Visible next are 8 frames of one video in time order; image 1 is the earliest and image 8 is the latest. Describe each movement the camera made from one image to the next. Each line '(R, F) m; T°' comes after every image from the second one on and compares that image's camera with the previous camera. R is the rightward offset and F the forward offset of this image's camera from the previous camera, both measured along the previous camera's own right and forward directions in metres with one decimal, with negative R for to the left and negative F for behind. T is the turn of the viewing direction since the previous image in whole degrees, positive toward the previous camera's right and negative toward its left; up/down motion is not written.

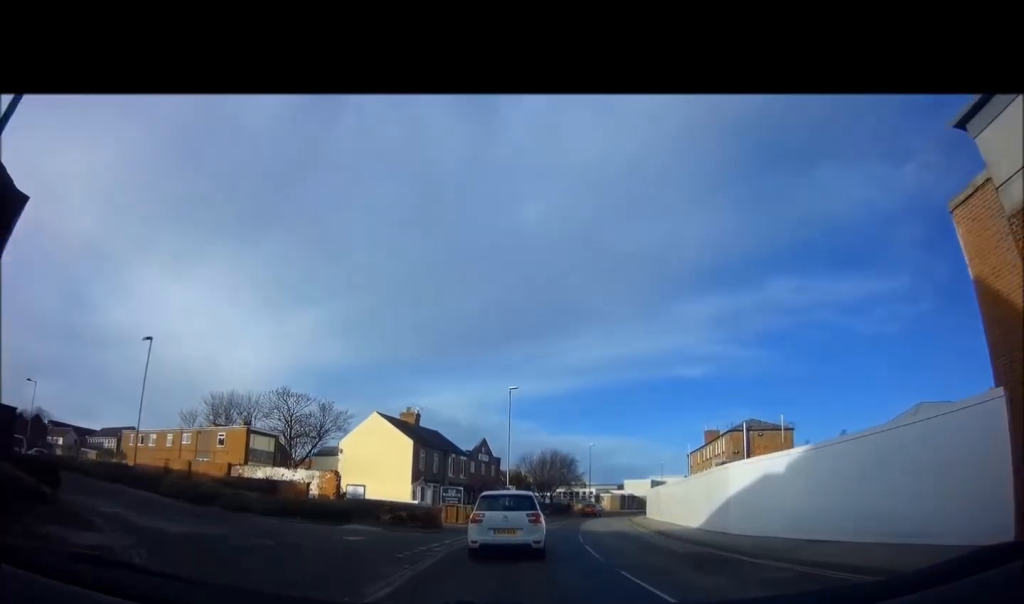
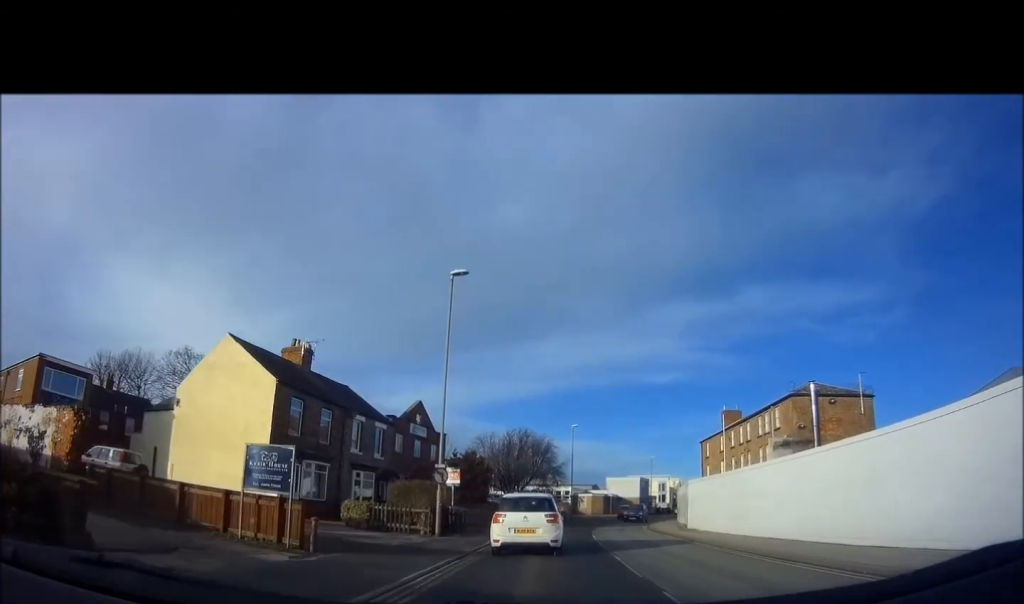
(+0.4, +19.8) m; +3°
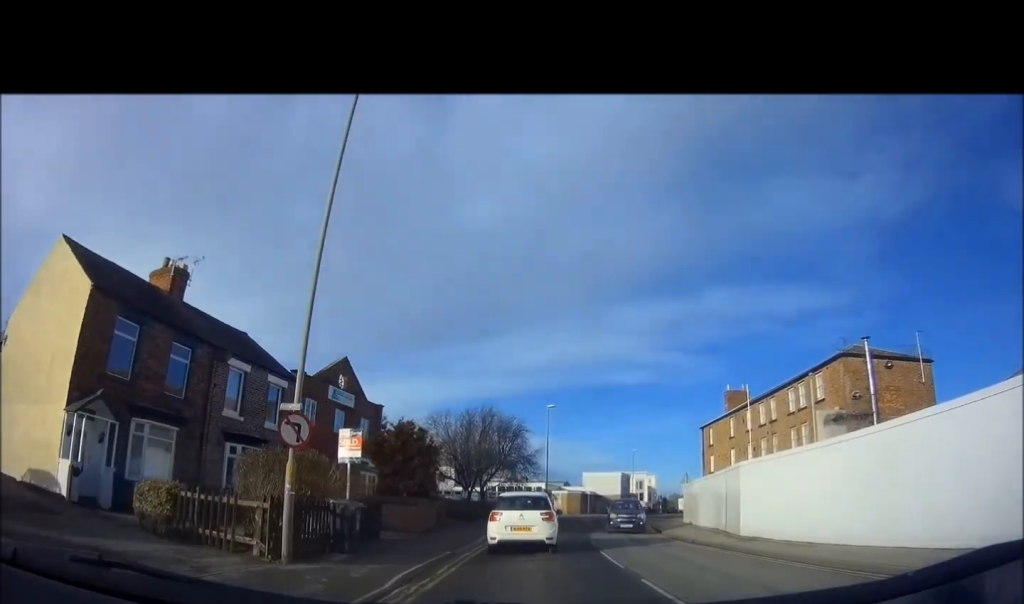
(+0.4, +10.3) m; +4°
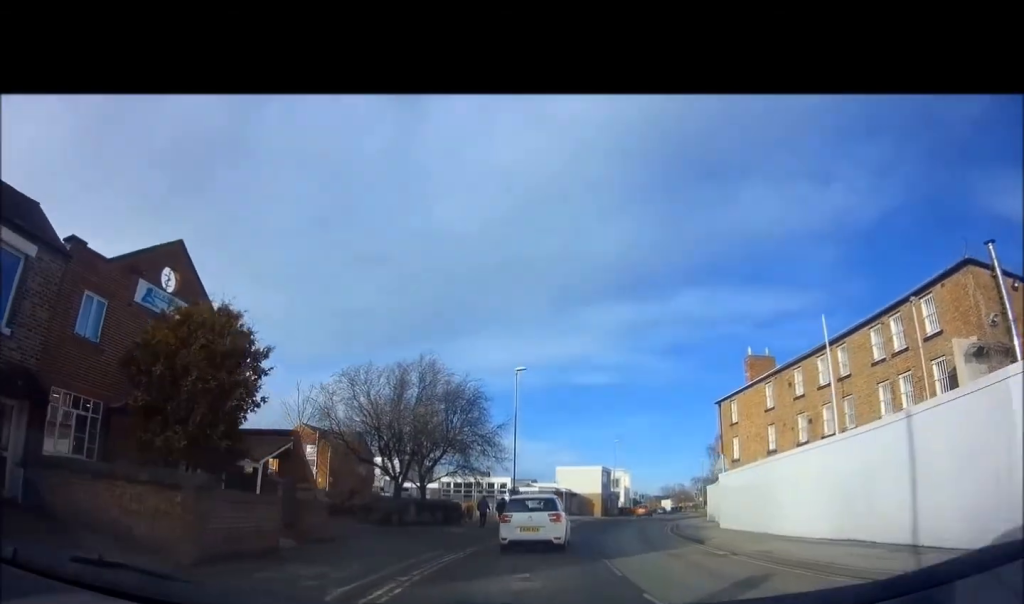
(+0.5, +12.5) m; +4°
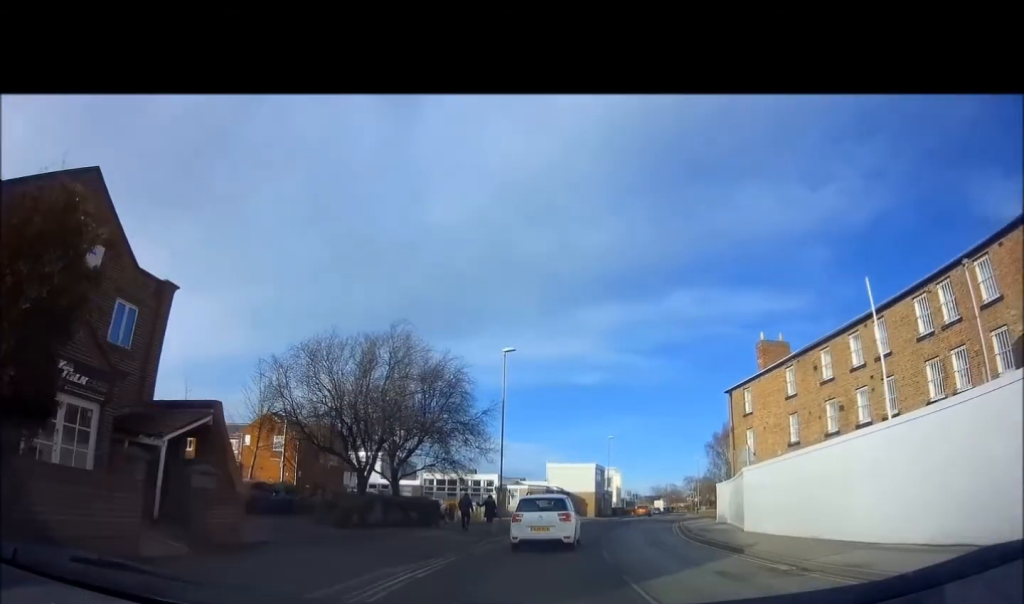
(0.0, +4.1) m; +1°
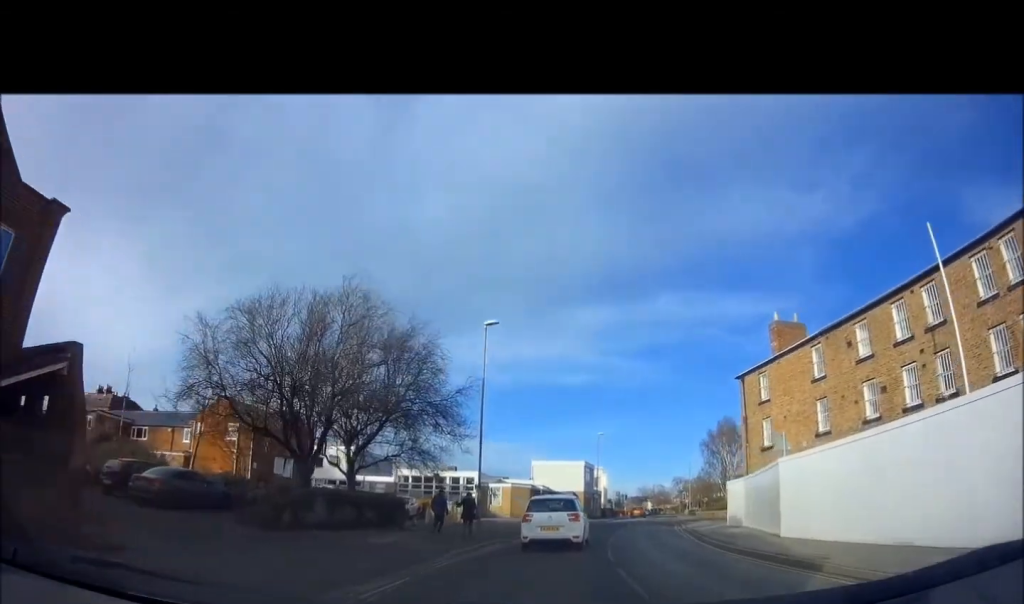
(+0.1, +4.4) m; +2°
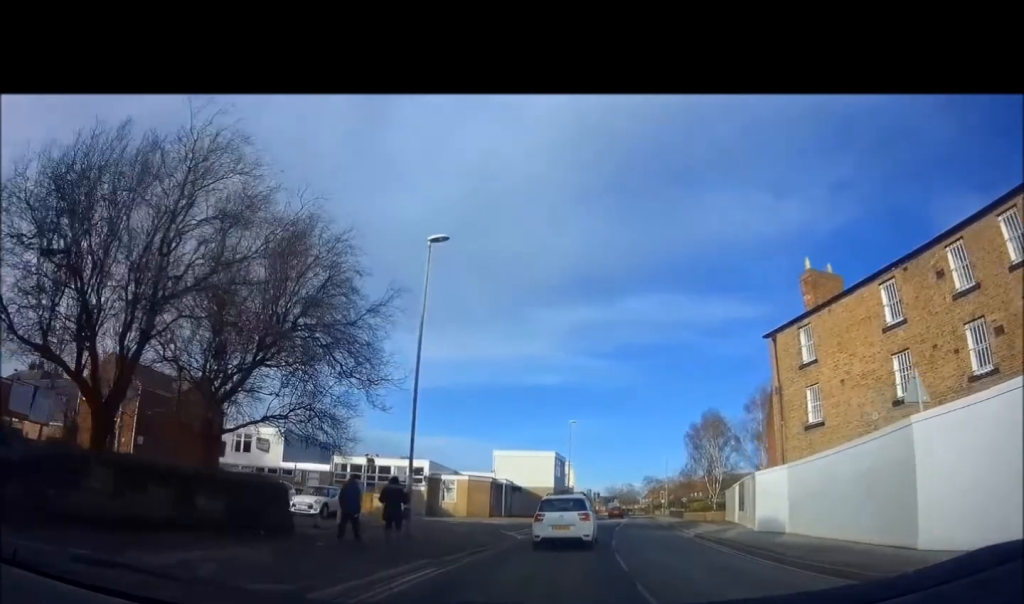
(+0.2, +8.0) m; +4°
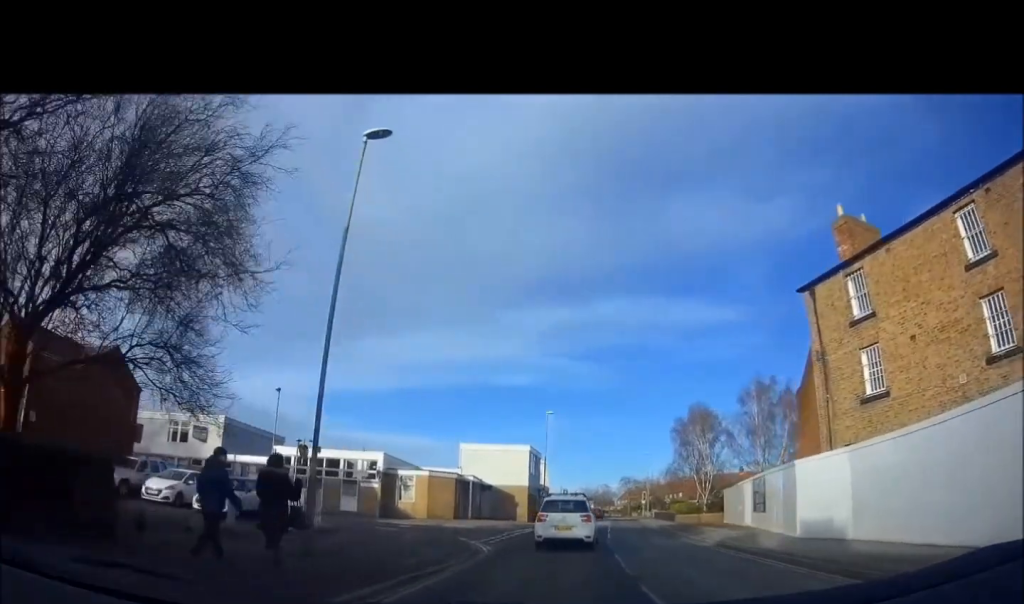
(+0.2, +5.7) m; +3°
